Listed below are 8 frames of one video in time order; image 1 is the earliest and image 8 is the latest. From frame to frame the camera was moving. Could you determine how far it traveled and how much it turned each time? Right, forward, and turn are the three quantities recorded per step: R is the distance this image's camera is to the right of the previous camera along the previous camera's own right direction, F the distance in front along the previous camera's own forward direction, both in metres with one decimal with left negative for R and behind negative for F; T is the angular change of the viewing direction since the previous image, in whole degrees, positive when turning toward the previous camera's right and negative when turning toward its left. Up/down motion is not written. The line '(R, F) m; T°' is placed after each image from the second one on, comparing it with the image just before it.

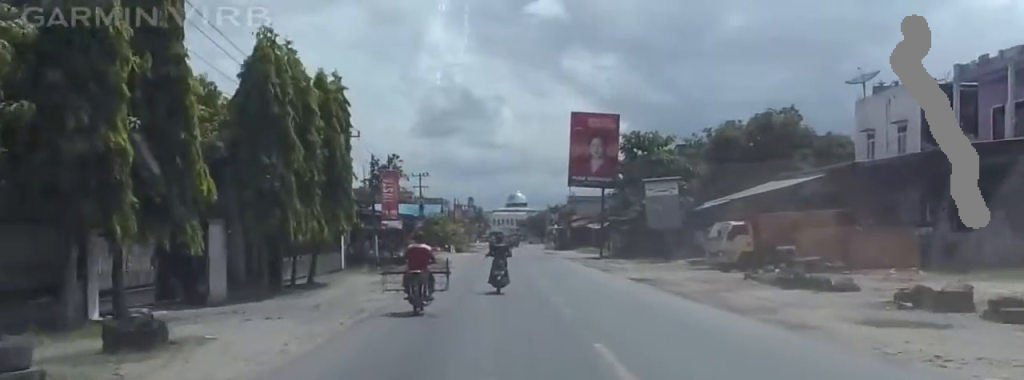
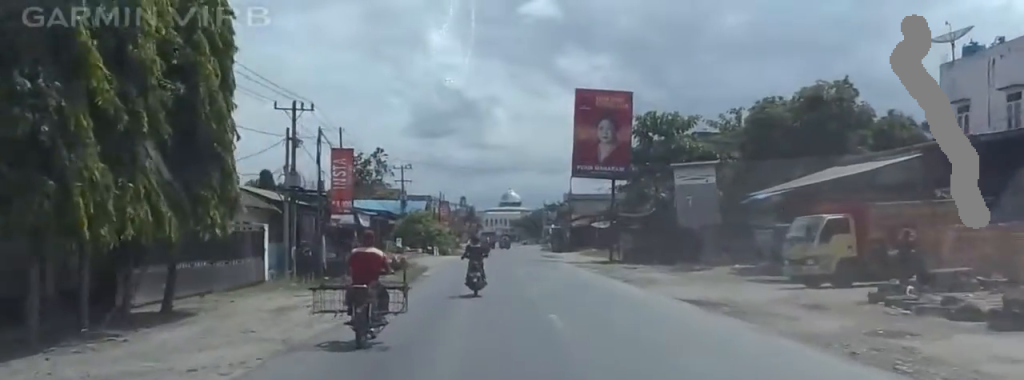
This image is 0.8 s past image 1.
(+0.1, +11.4) m; 0°
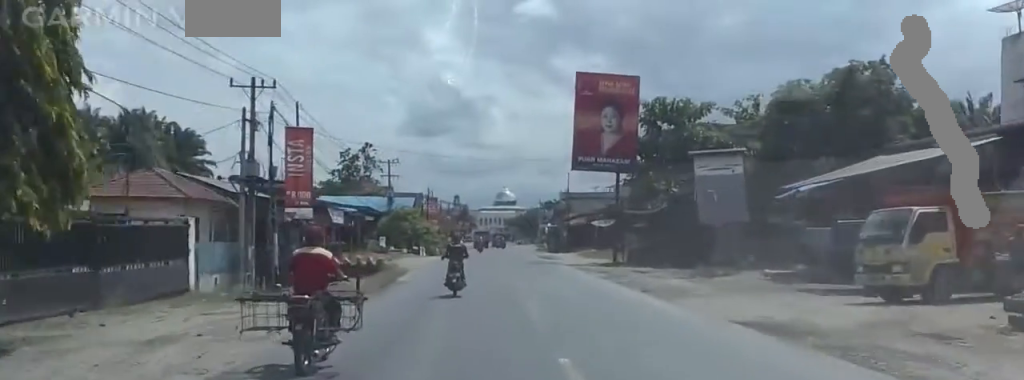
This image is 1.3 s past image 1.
(+0.1, +6.0) m; -1°
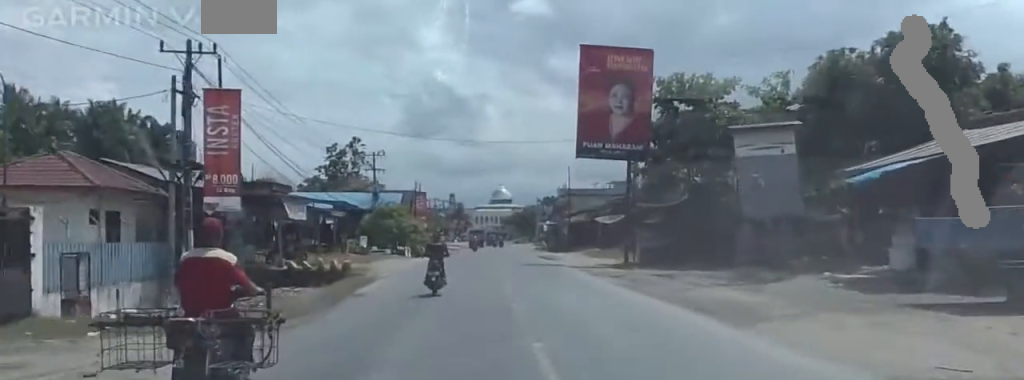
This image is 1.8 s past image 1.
(-0.1, +7.1) m; 0°
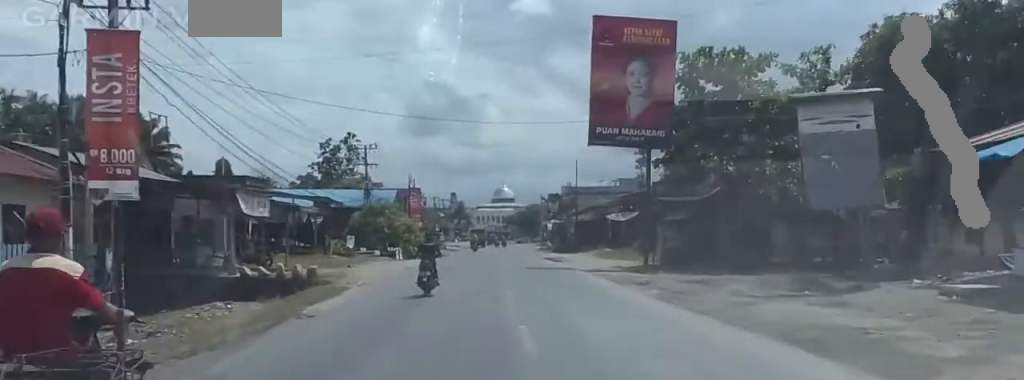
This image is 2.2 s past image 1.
(-0.1, +6.0) m; 0°
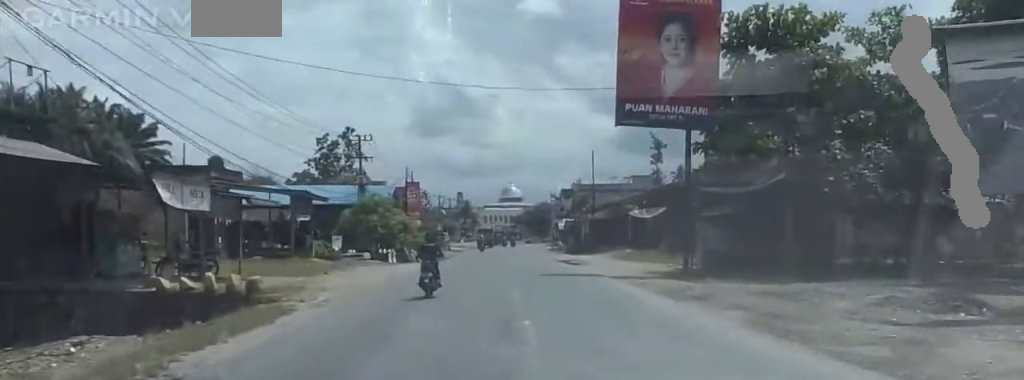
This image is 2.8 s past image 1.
(0.0, +7.0) m; 0°
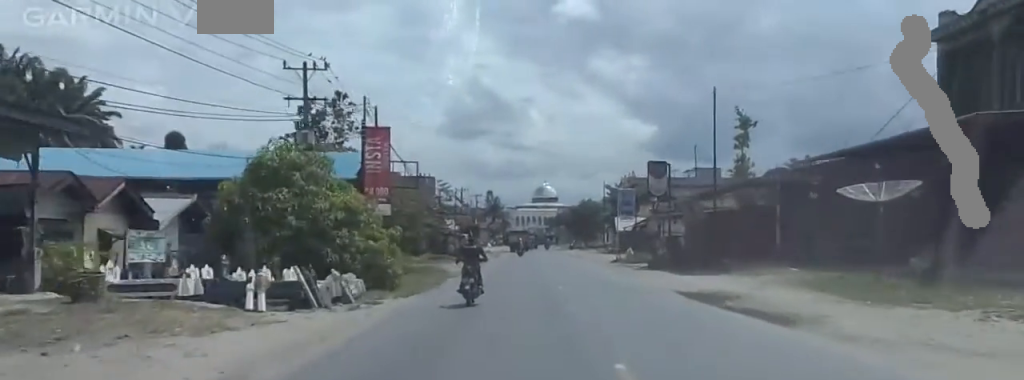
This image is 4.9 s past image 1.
(+0.3, +27.7) m; 0°
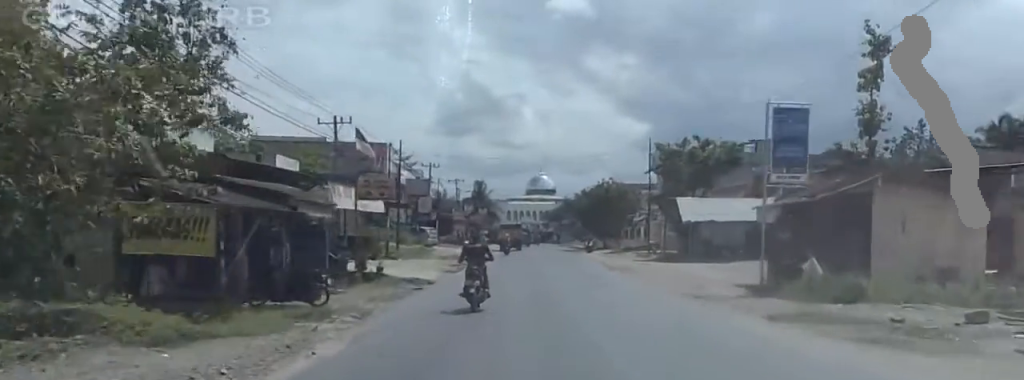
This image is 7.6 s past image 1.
(-1.3, +31.0) m; -2°
